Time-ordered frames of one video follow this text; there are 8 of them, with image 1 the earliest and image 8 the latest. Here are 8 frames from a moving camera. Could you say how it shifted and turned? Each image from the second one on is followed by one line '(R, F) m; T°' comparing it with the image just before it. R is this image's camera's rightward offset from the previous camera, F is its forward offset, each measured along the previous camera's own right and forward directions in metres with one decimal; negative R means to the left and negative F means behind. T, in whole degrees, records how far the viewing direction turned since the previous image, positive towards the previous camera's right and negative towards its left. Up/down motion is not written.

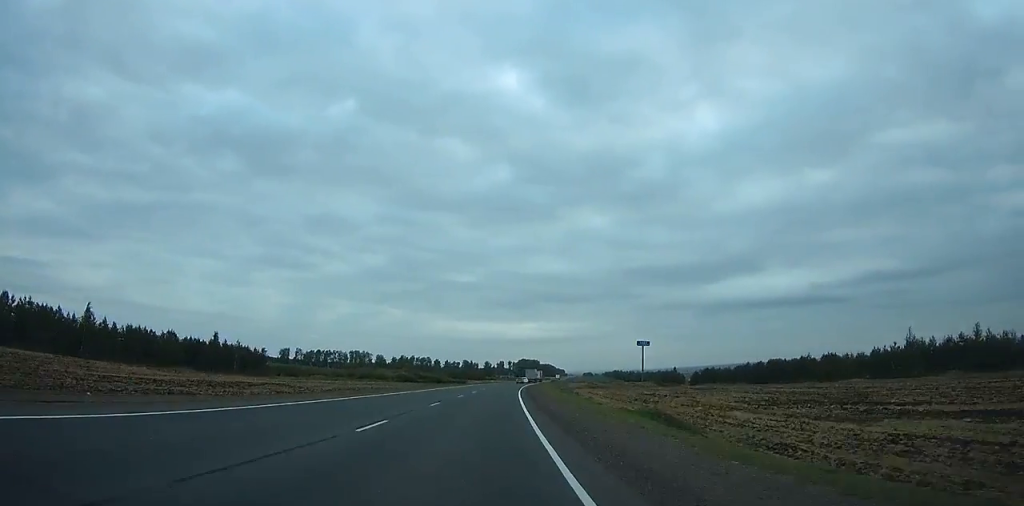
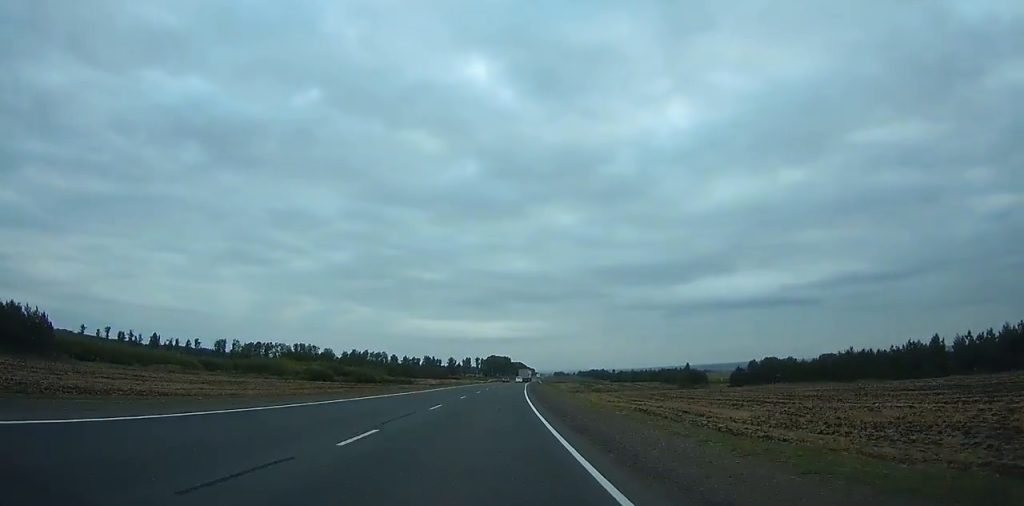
(+1.9, +74.3) m; +3°
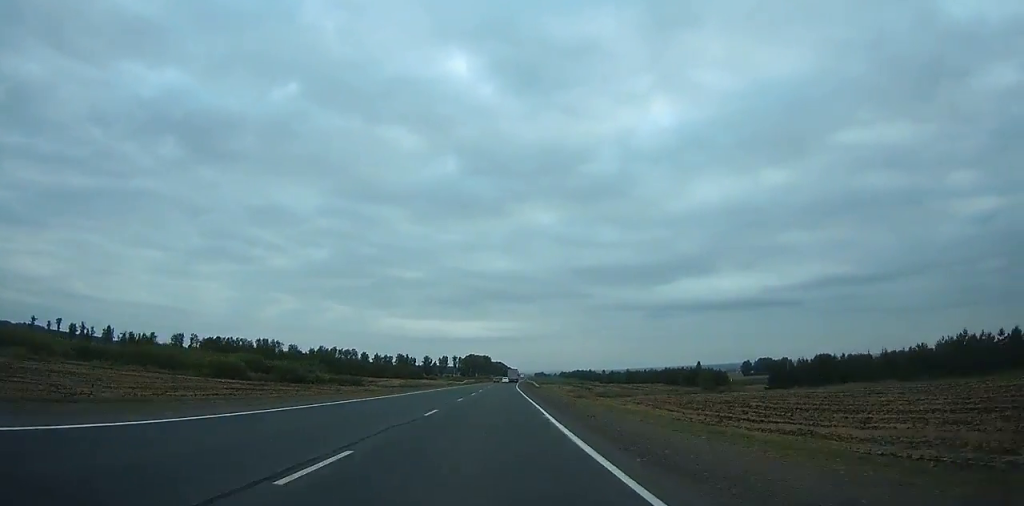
(+0.7, +38.4) m; +2°
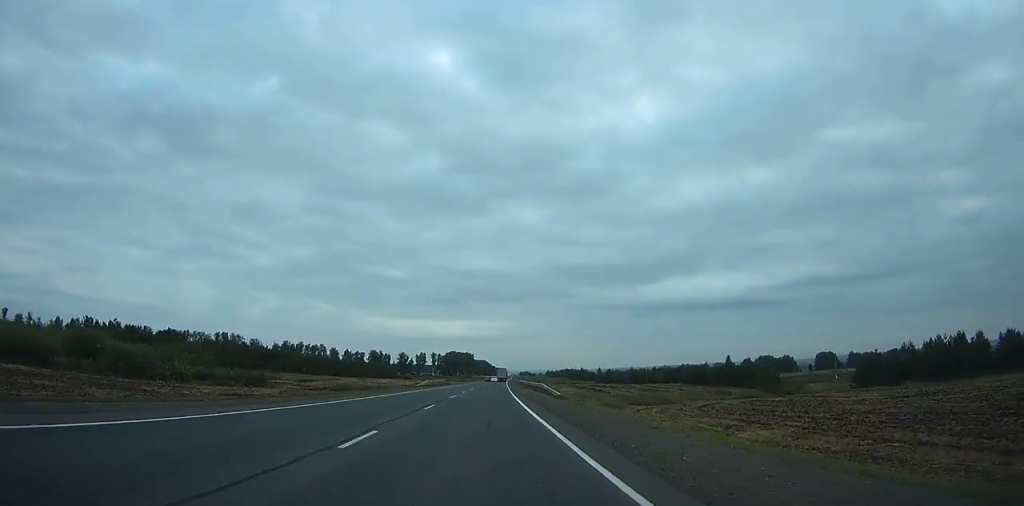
(+0.7, +44.6) m; +2°
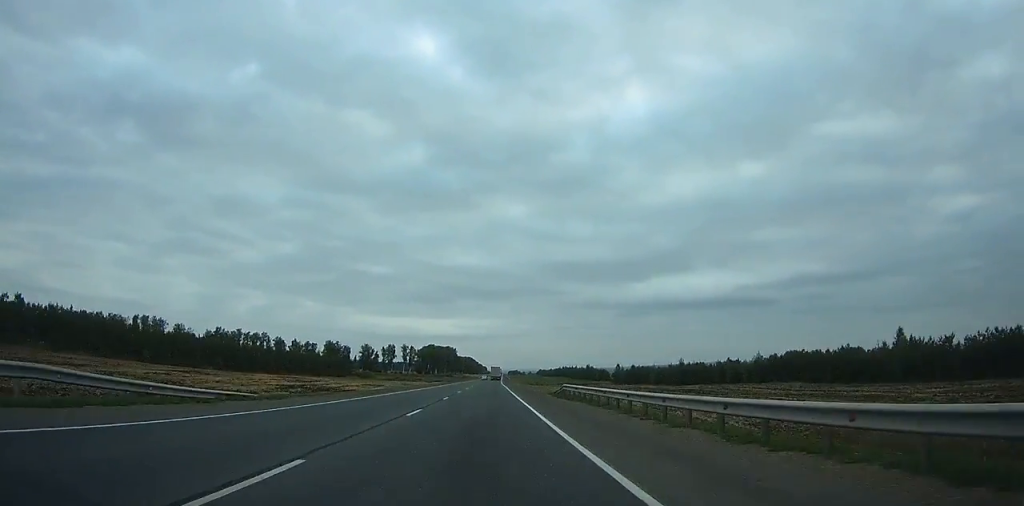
(+1.6, +87.5) m; +1°
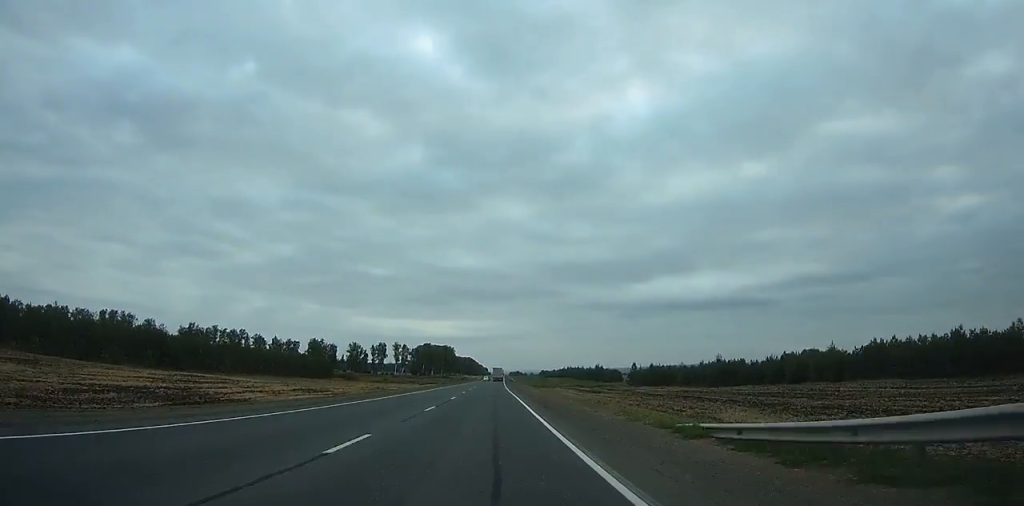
(+0.1, +32.5) m; 0°
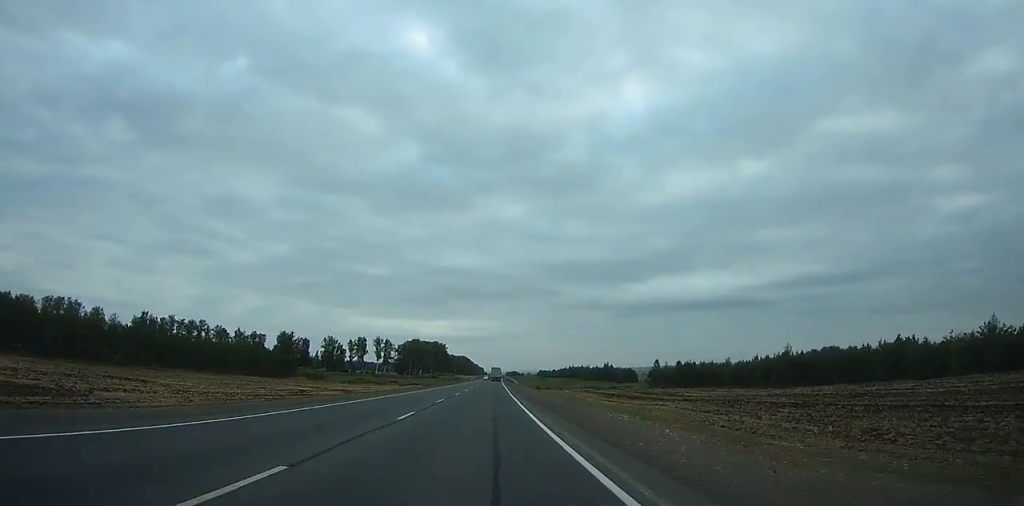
(0.0, +40.3) m; 0°
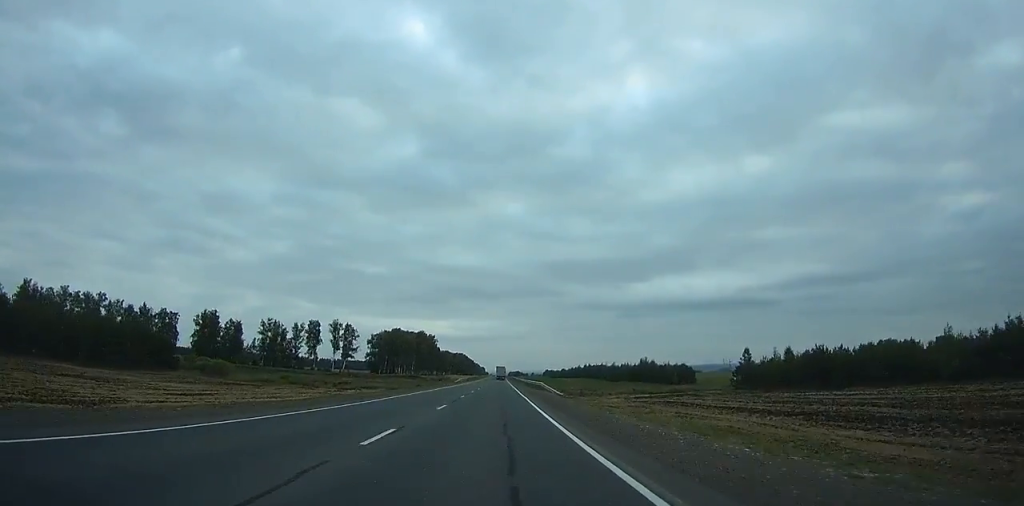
(+0.4, +78.0) m; 0°
